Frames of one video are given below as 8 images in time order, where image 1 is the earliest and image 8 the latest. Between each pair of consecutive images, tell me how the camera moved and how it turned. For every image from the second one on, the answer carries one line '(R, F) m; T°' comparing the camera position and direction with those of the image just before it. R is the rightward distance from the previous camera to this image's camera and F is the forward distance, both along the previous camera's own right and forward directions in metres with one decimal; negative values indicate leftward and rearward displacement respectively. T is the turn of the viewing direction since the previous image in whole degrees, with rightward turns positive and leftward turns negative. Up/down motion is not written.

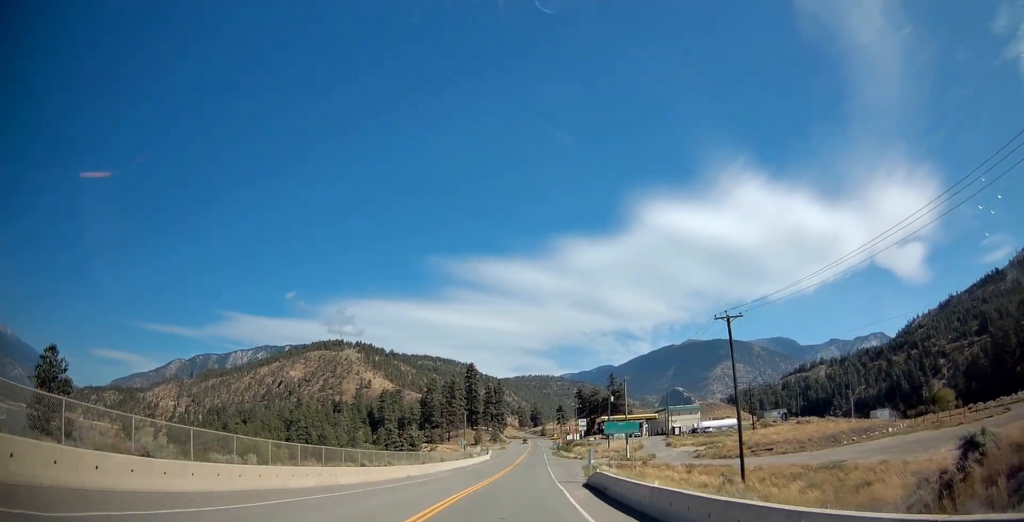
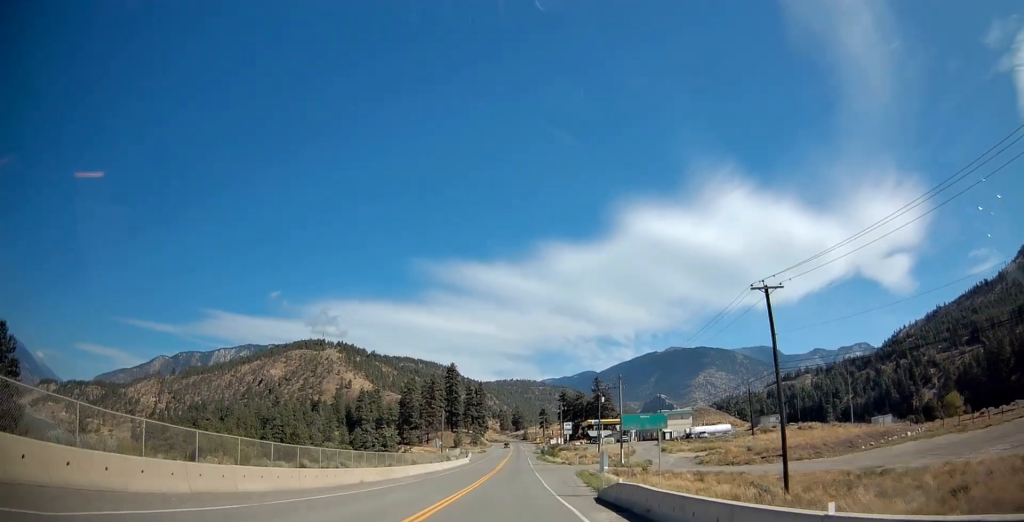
(+0.2, +7.9) m; +3°
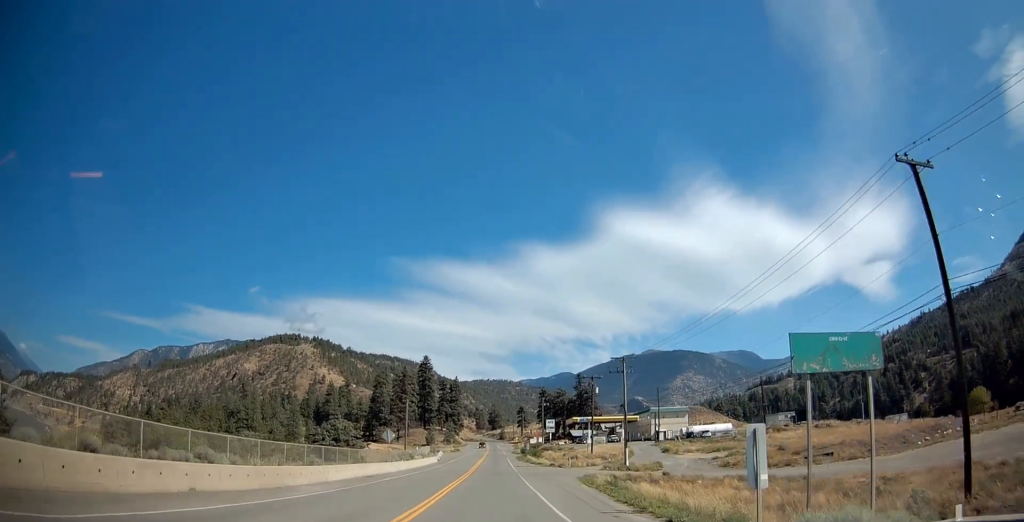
(+1.2, +14.4) m; +5°
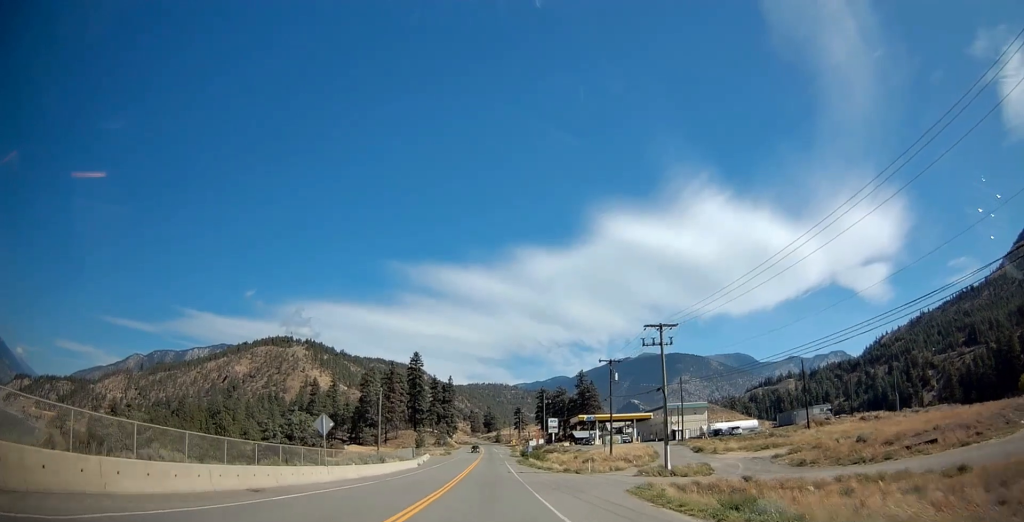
(0.0, +15.4) m; +1°
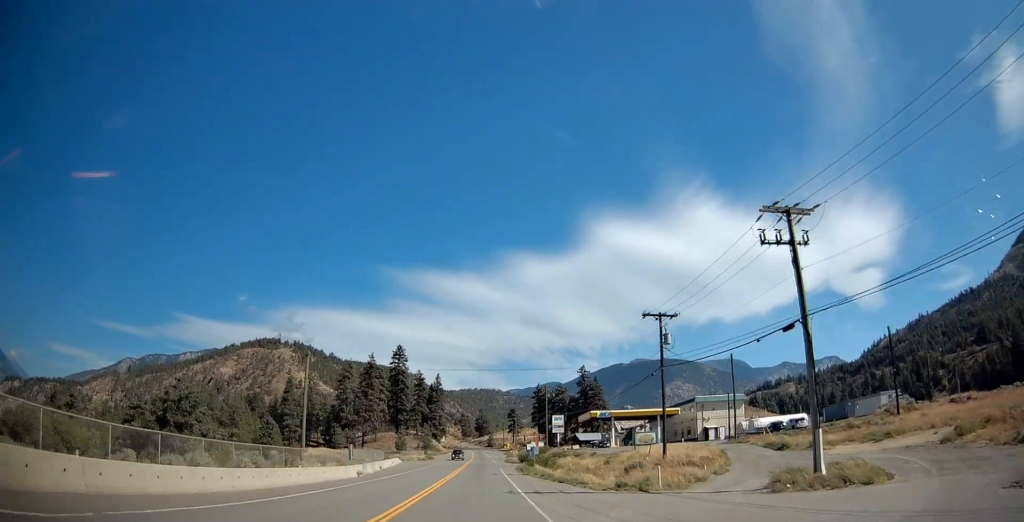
(+0.4, +22.6) m; 0°
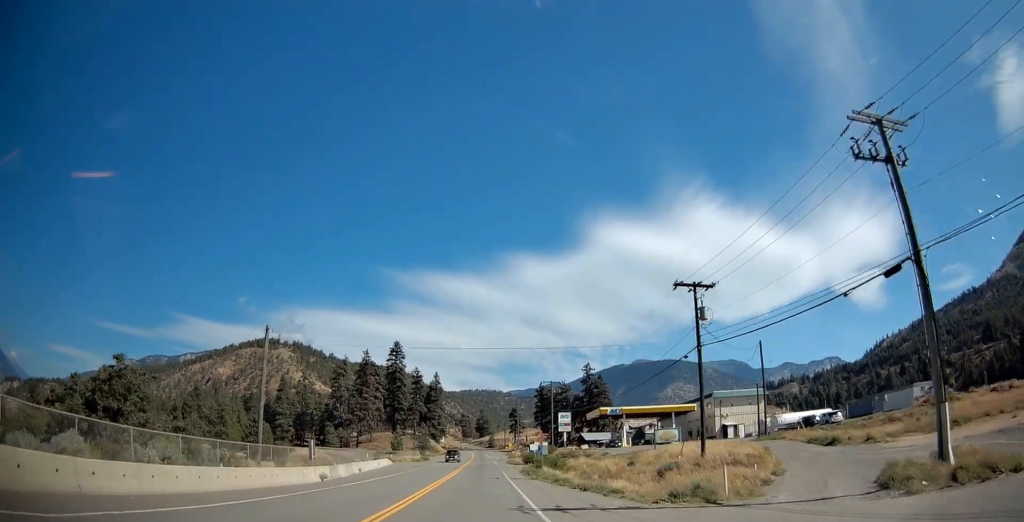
(-0.2, +7.7) m; 0°
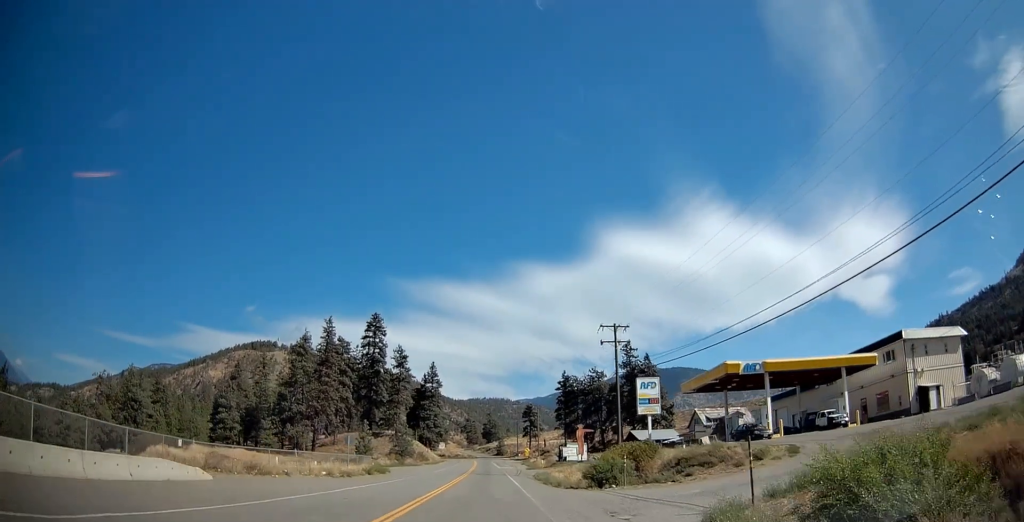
(+0.9, +45.6) m; 0°
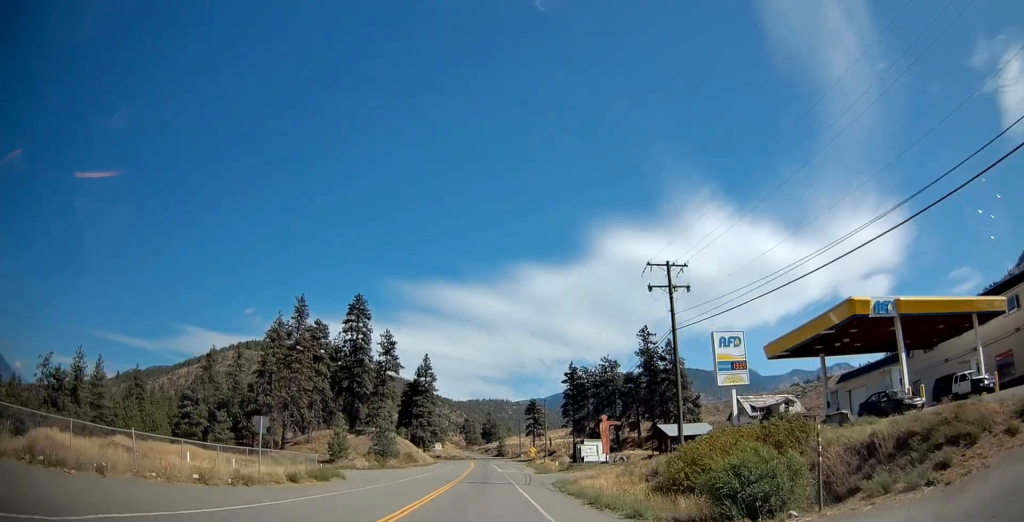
(-0.3, +17.0) m; 0°
